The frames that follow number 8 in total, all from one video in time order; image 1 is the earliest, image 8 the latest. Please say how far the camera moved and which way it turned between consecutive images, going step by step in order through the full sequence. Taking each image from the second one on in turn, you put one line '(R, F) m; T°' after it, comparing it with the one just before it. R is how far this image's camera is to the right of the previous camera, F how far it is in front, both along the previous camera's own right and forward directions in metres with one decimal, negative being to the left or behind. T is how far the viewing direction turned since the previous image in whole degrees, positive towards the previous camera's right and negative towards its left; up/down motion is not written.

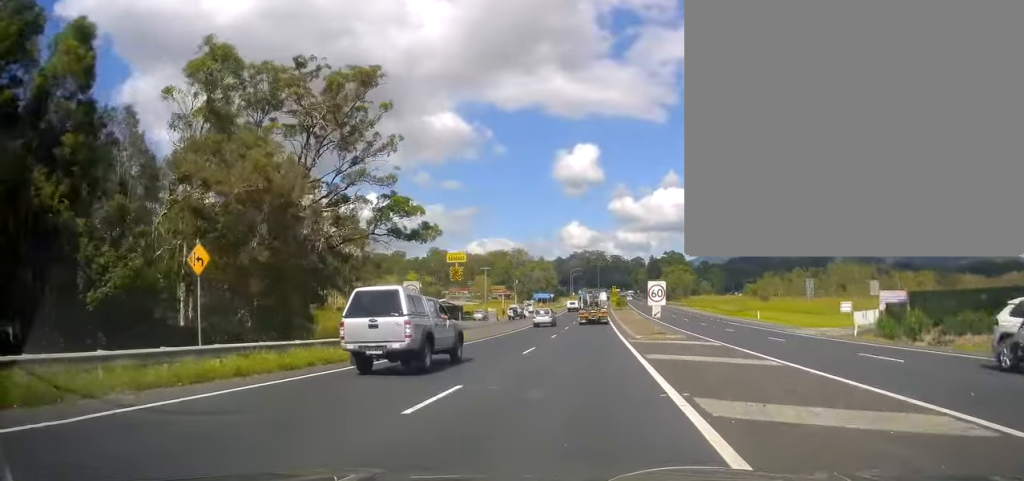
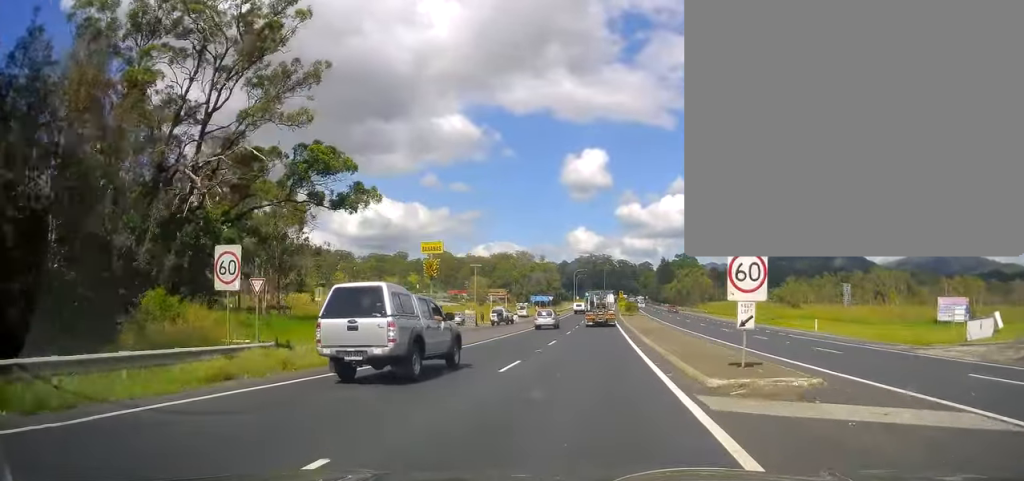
(+0.1, +17.9) m; 0°
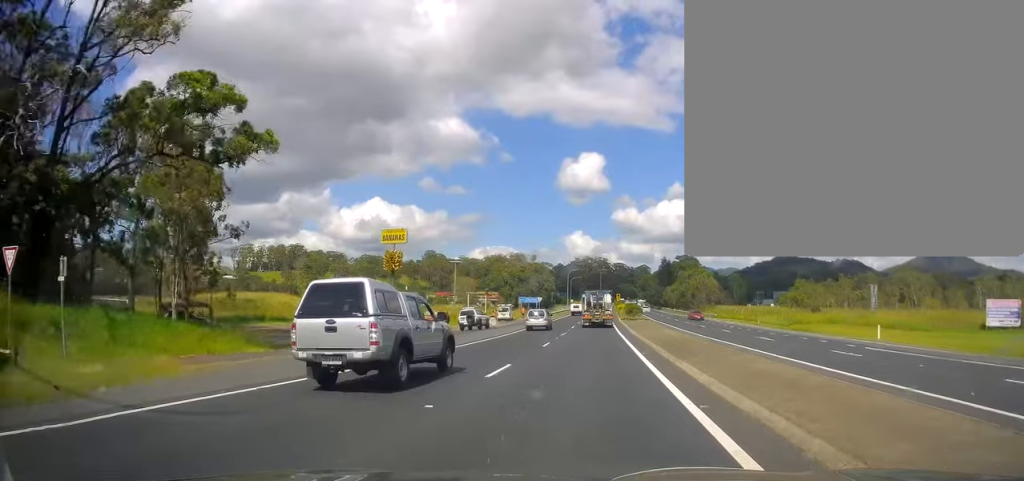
(-0.2, +13.6) m; -1°
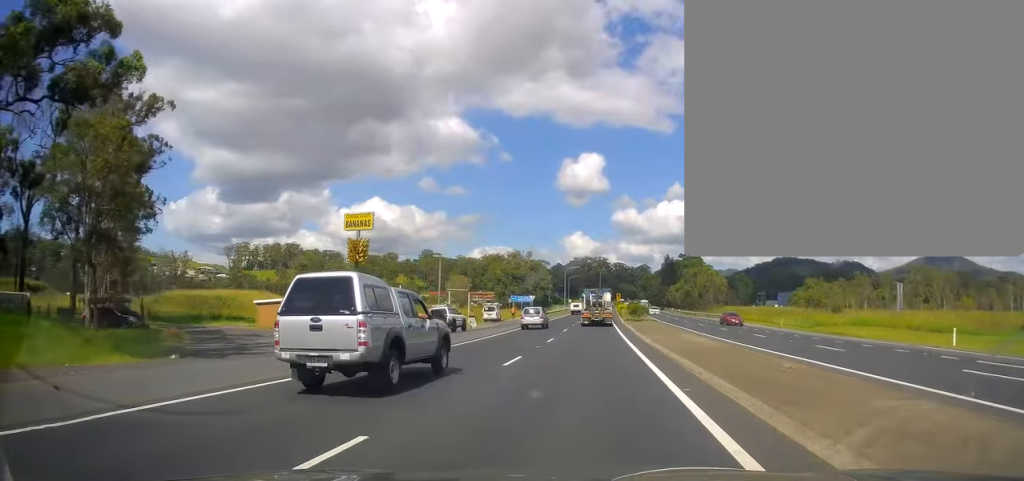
(0.0, +9.8) m; 0°
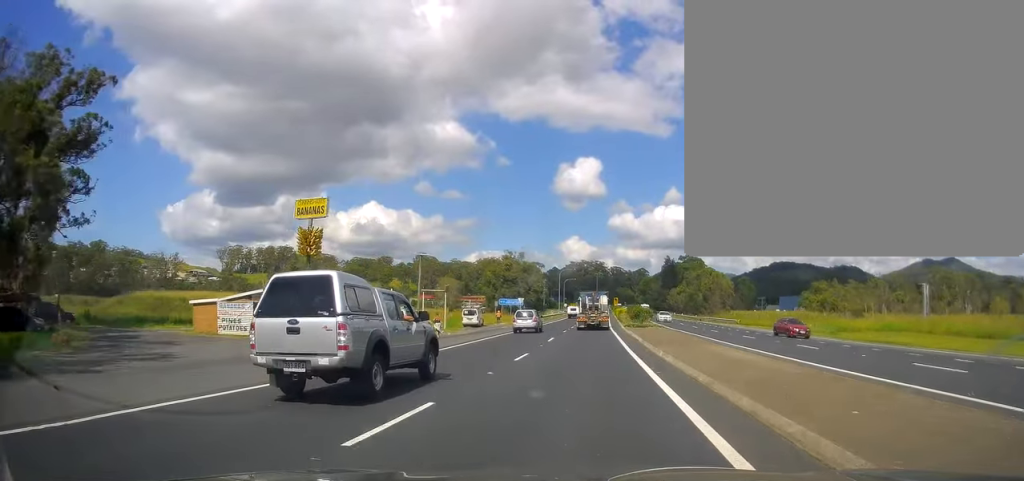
(0.0, +9.1) m; 0°
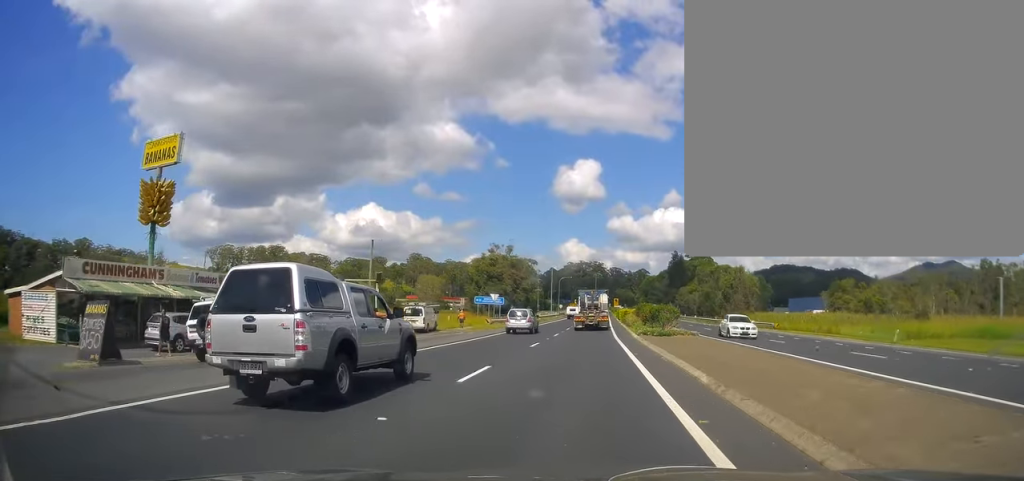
(+0.2, +18.6) m; +1°
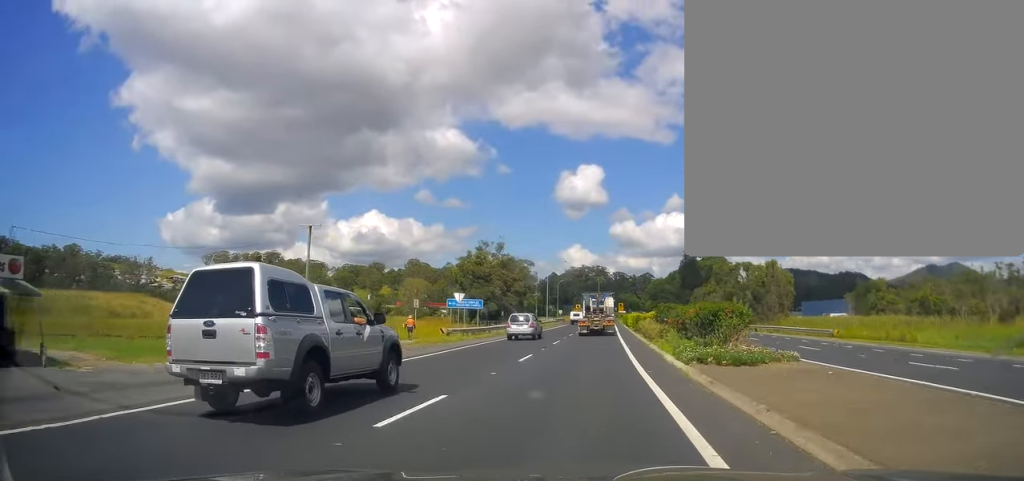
(-0.1, +16.3) m; +1°
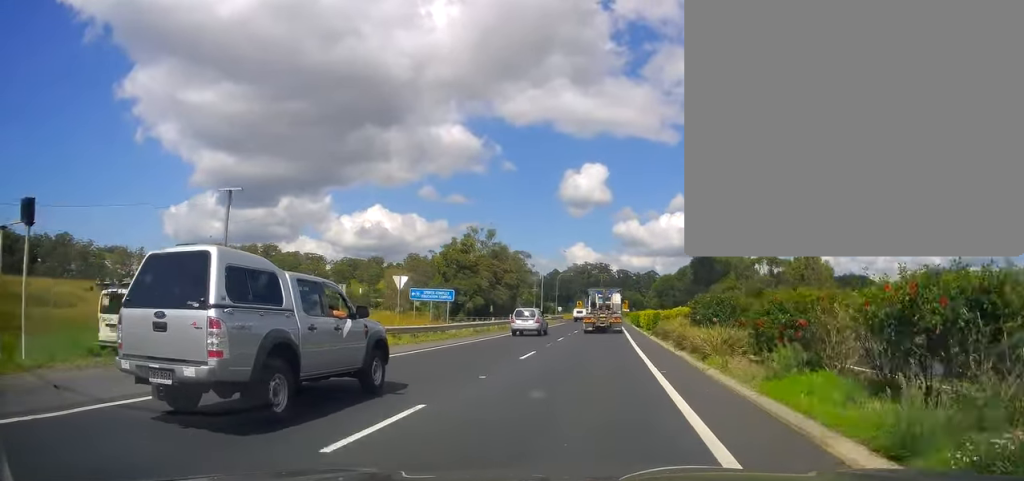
(+0.2, +13.8) m; 0°
